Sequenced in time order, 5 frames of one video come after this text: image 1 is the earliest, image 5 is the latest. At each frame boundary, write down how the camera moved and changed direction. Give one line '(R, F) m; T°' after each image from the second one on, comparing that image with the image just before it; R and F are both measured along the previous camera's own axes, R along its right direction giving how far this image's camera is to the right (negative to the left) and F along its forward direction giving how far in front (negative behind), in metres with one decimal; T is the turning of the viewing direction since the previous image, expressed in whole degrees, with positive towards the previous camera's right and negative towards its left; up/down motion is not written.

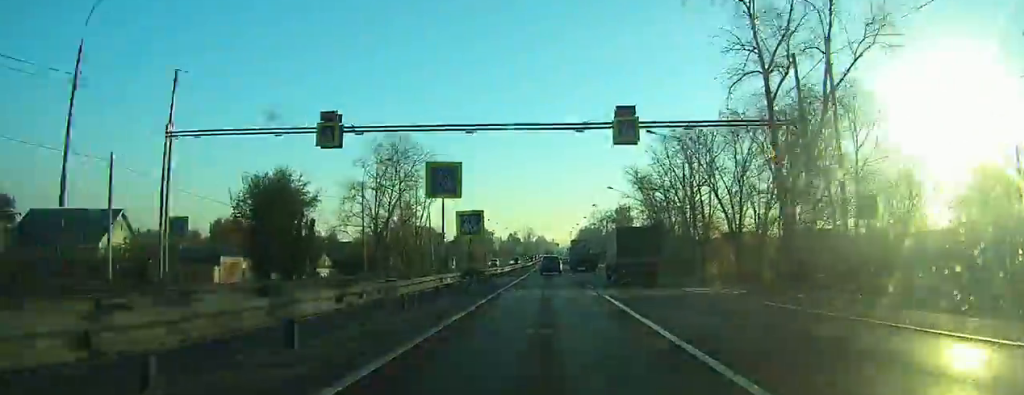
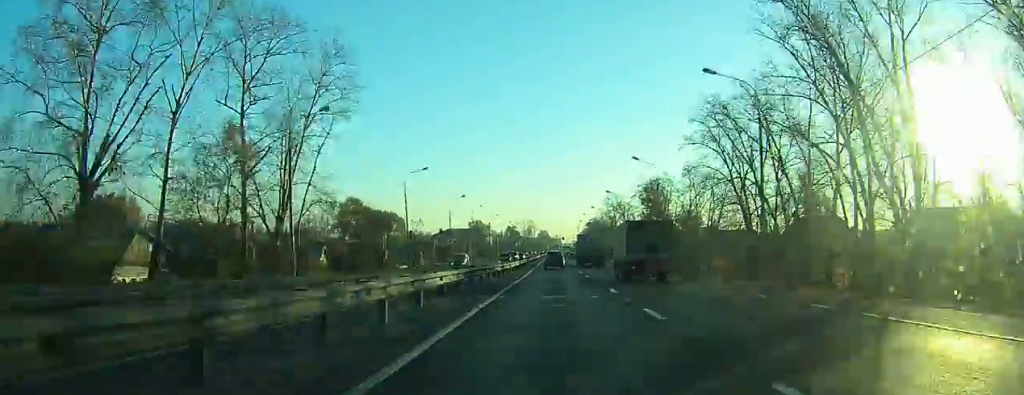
(0.0, +49.4) m; 0°
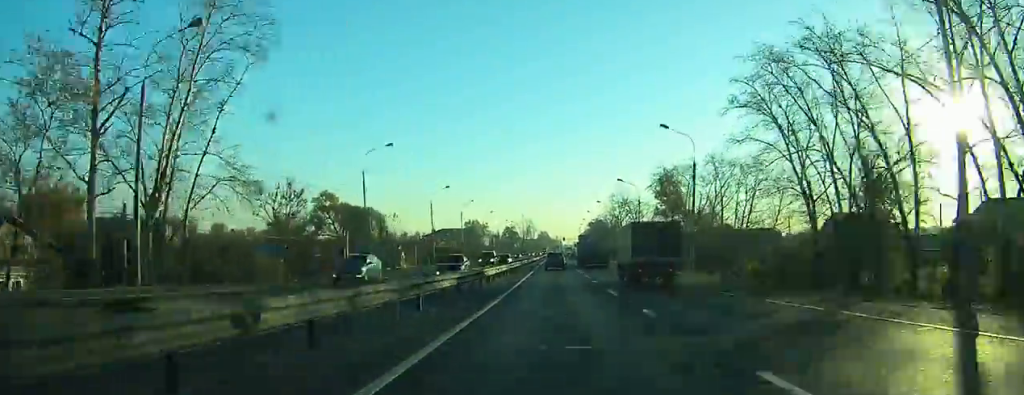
(-0.1, +15.4) m; 0°
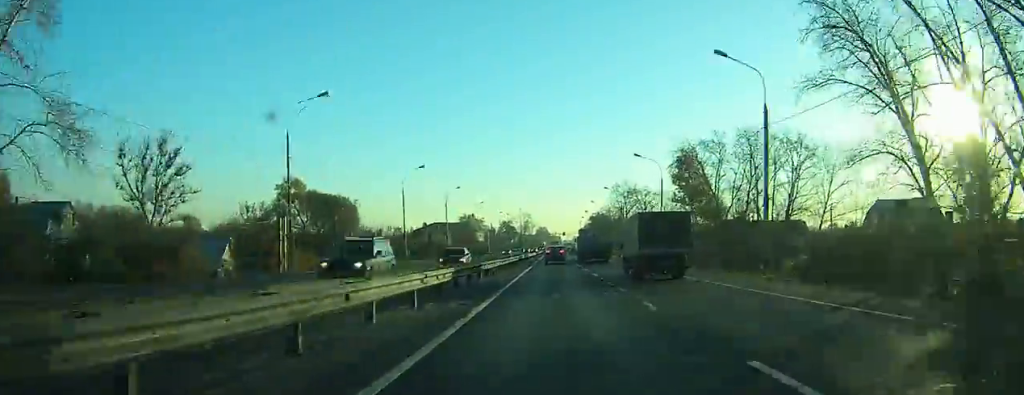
(+0.1, +15.0) m; 0°
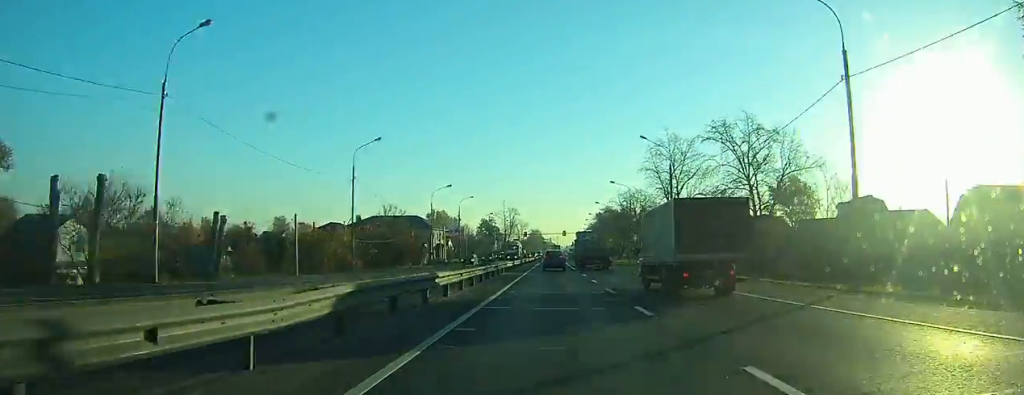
(+0.2, +71.7) m; 0°
